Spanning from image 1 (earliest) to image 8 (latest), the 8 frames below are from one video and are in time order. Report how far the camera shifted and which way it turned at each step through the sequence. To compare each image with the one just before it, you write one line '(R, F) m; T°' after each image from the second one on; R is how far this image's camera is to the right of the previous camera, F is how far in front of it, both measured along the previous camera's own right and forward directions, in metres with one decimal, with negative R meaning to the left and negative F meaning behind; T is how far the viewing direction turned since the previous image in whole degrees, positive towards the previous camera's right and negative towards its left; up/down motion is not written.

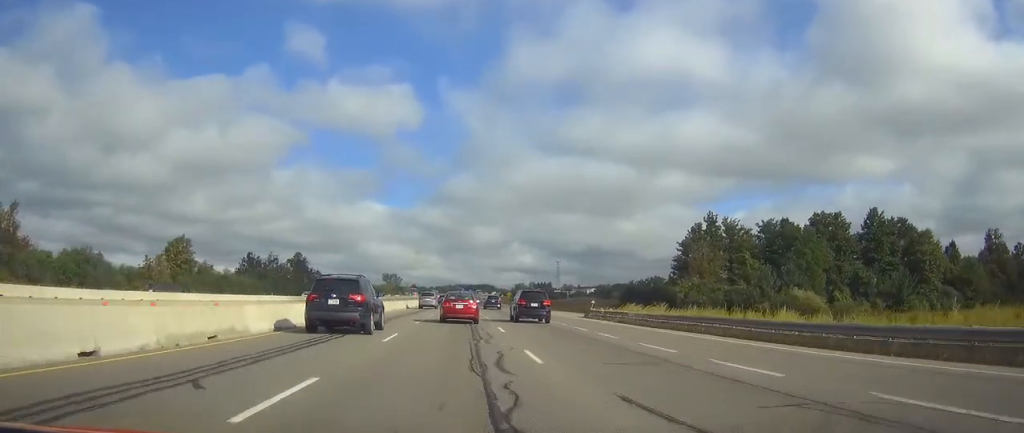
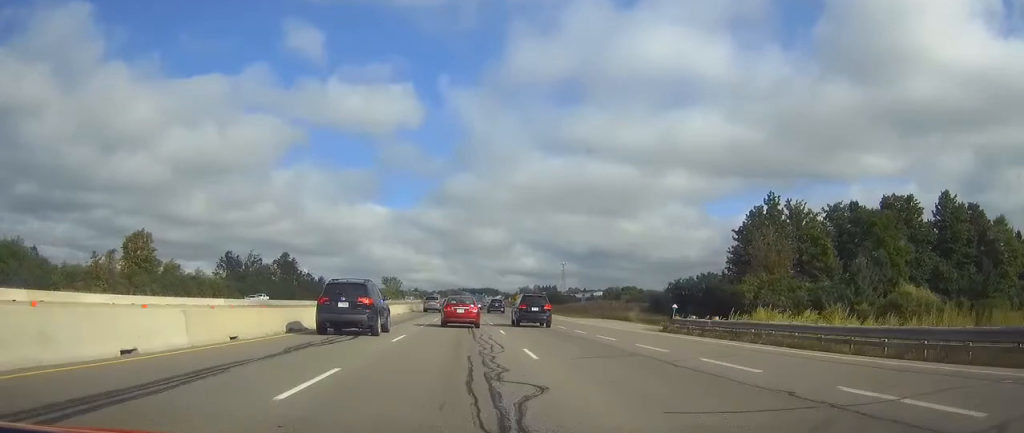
(+0.1, +22.6) m; 0°
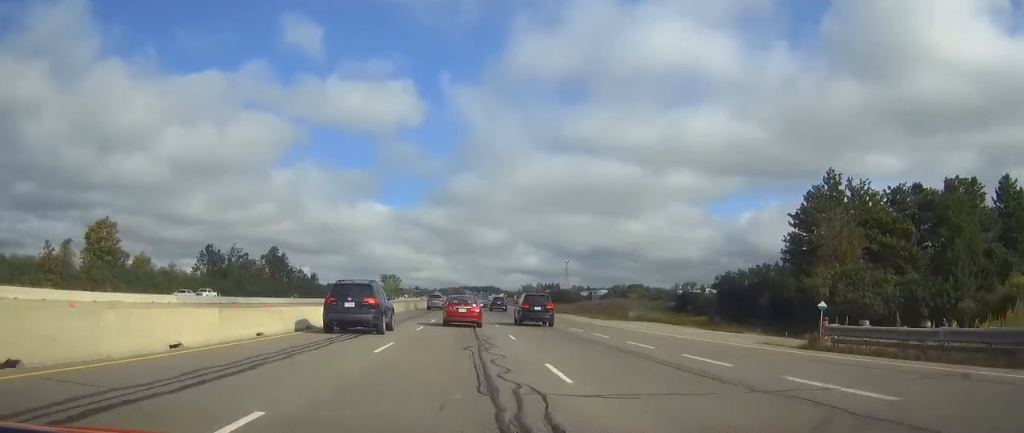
(0.0, +16.0) m; 0°
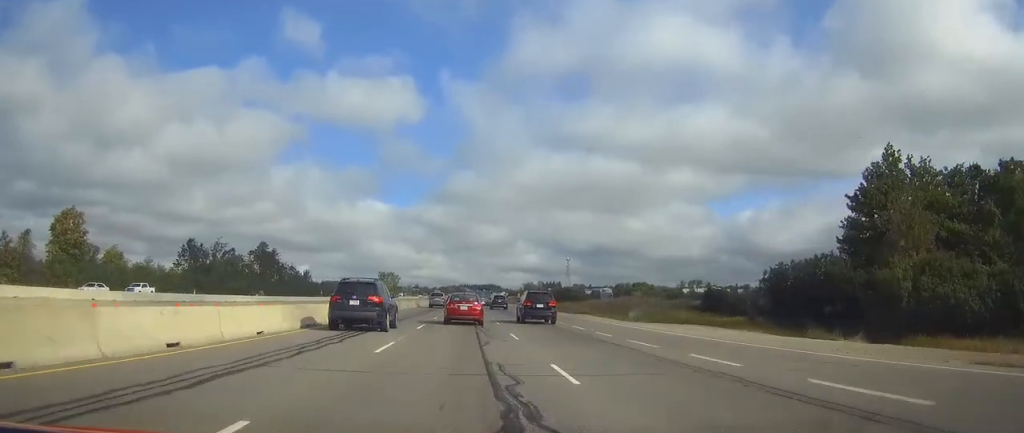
(0.0, +12.2) m; 0°
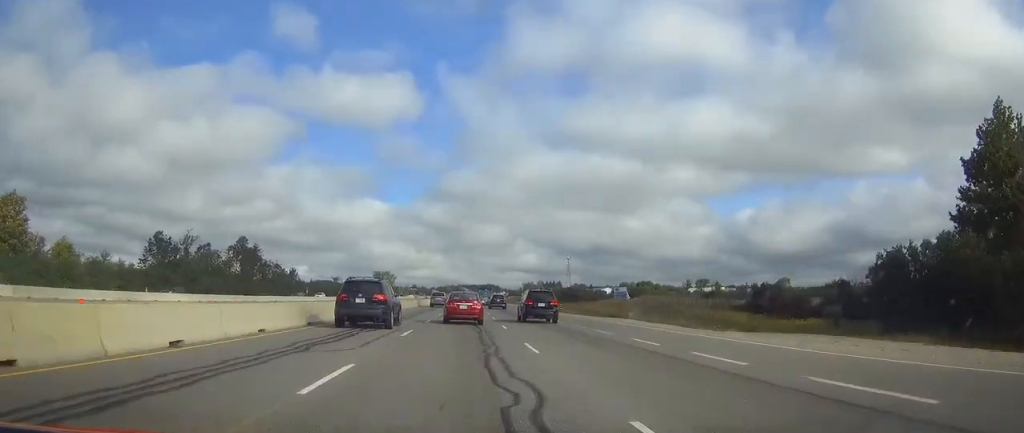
(0.0, +17.8) m; 0°
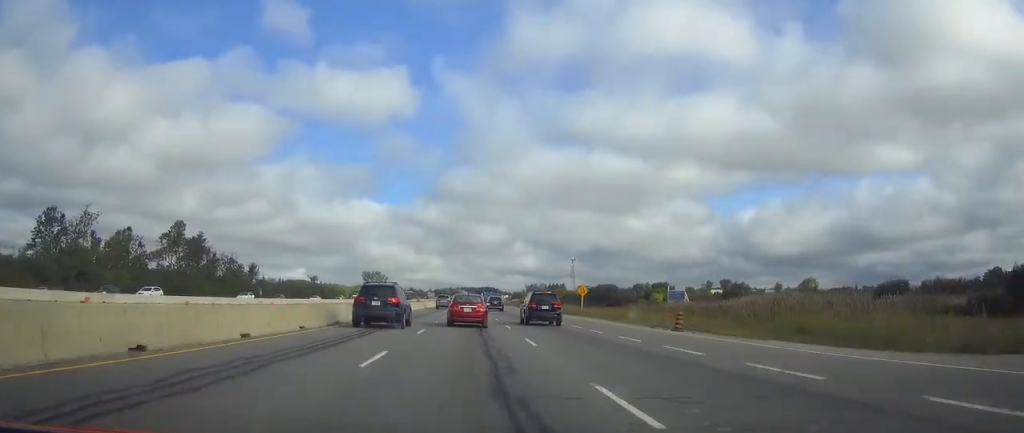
(+0.1, +44.1) m; 0°
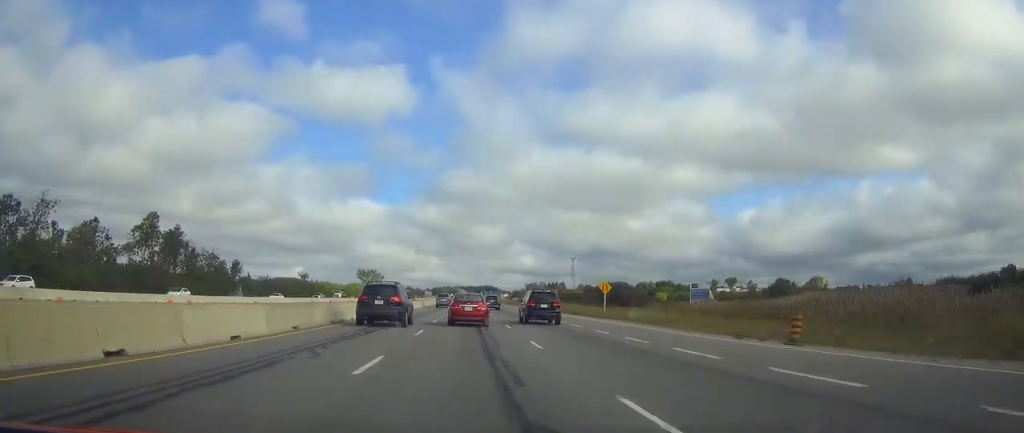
(0.0, +13.1) m; 0°
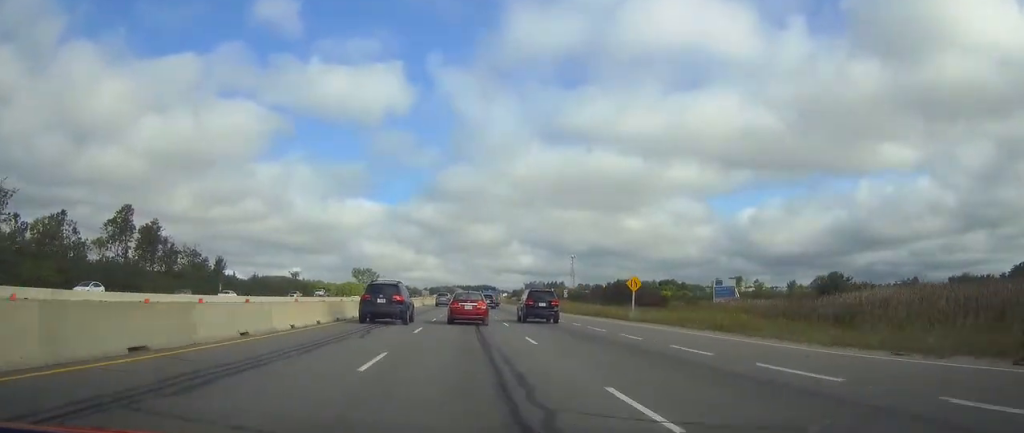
(0.0, +11.2) m; 0°
